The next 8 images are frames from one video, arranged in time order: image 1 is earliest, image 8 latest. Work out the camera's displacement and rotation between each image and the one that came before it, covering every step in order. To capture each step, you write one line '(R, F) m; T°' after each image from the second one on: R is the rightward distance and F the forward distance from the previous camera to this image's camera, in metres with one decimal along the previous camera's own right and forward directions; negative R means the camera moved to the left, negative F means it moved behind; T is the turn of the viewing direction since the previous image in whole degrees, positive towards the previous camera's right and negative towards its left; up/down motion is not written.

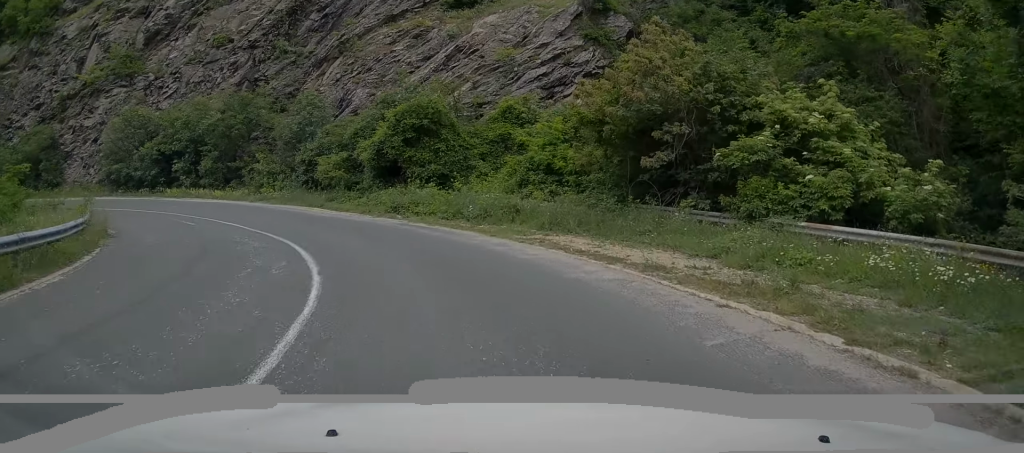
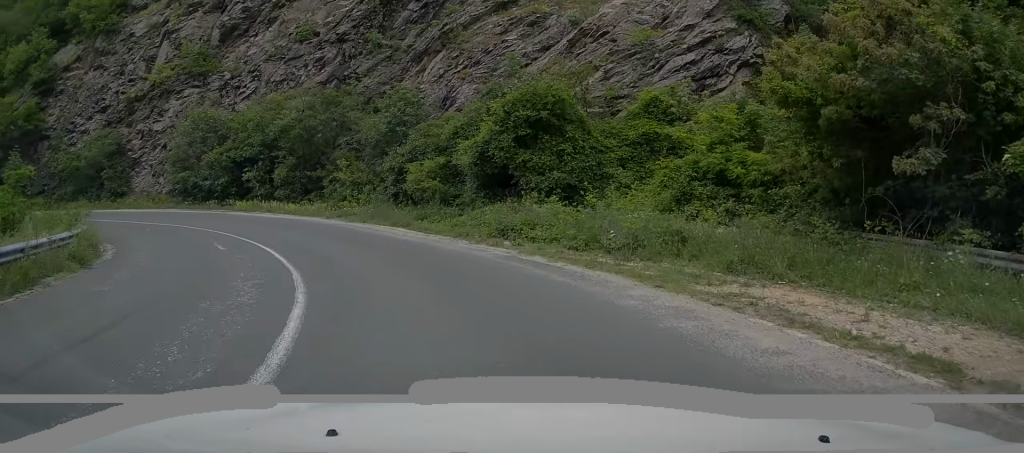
(-0.3, +5.8) m; -11°
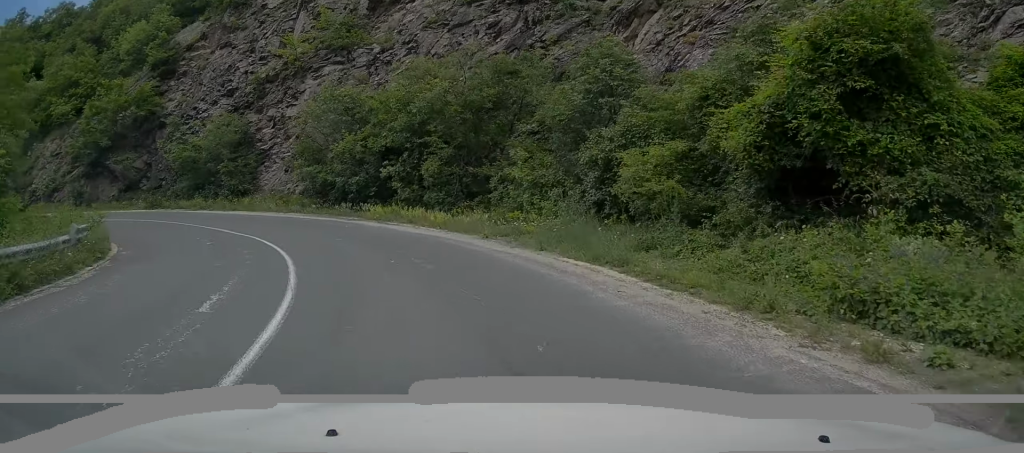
(-1.3, +8.8) m; -15°
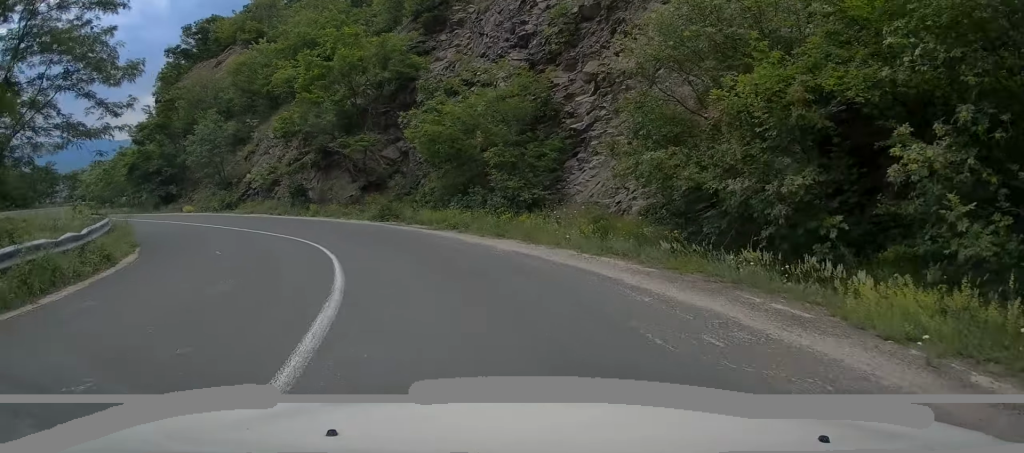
(-3.1, +15.0) m; -26°
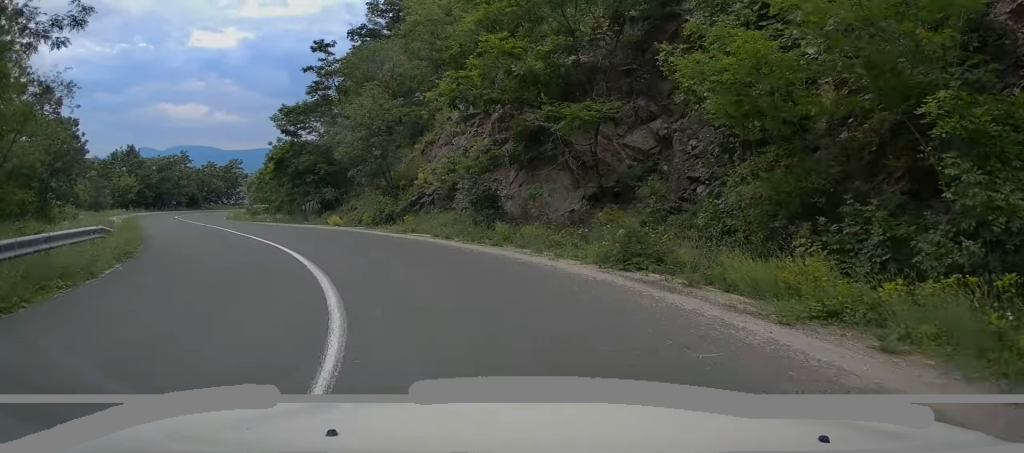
(-2.5, +10.8) m; -28°
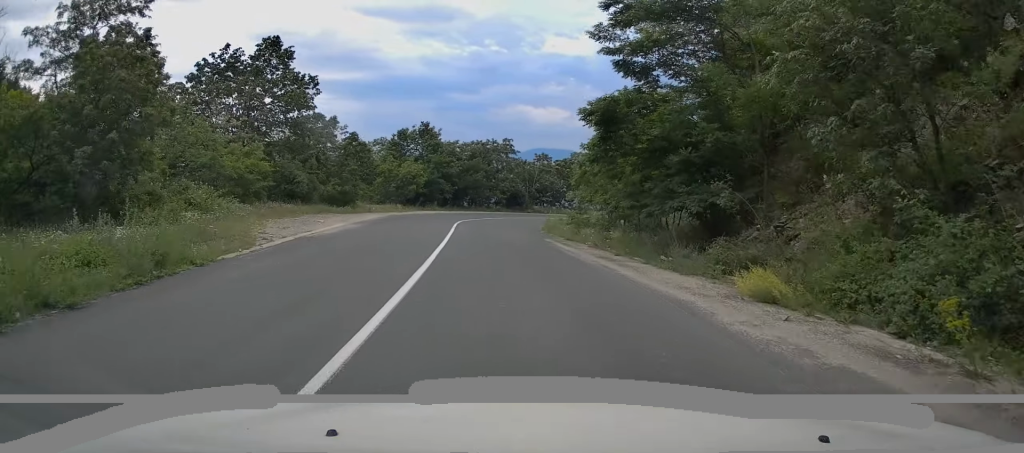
(-5.7, +17.7) m; -28°
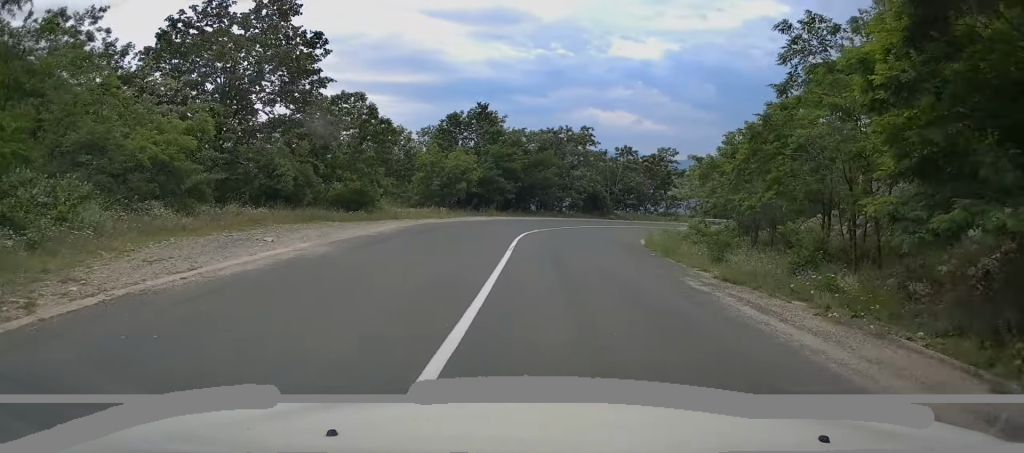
(-0.9, +11.9) m; -4°
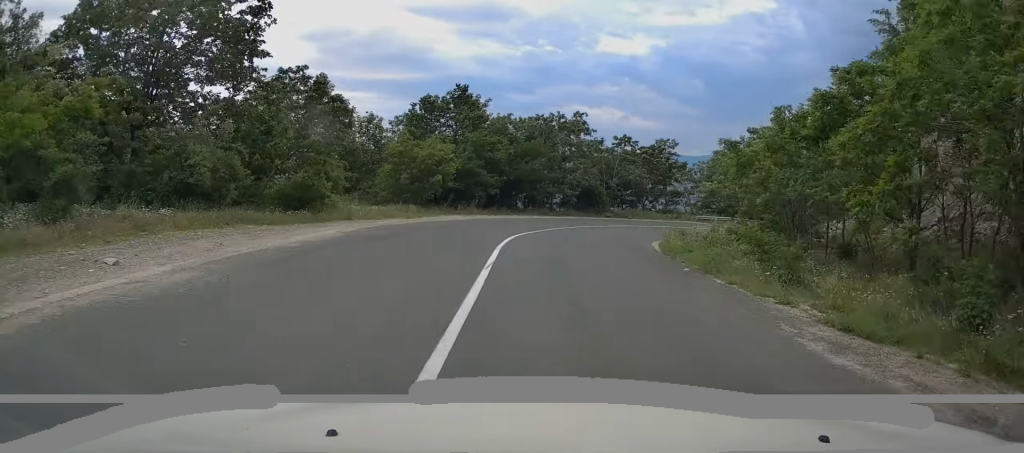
(-0.2, +5.6) m; 0°
